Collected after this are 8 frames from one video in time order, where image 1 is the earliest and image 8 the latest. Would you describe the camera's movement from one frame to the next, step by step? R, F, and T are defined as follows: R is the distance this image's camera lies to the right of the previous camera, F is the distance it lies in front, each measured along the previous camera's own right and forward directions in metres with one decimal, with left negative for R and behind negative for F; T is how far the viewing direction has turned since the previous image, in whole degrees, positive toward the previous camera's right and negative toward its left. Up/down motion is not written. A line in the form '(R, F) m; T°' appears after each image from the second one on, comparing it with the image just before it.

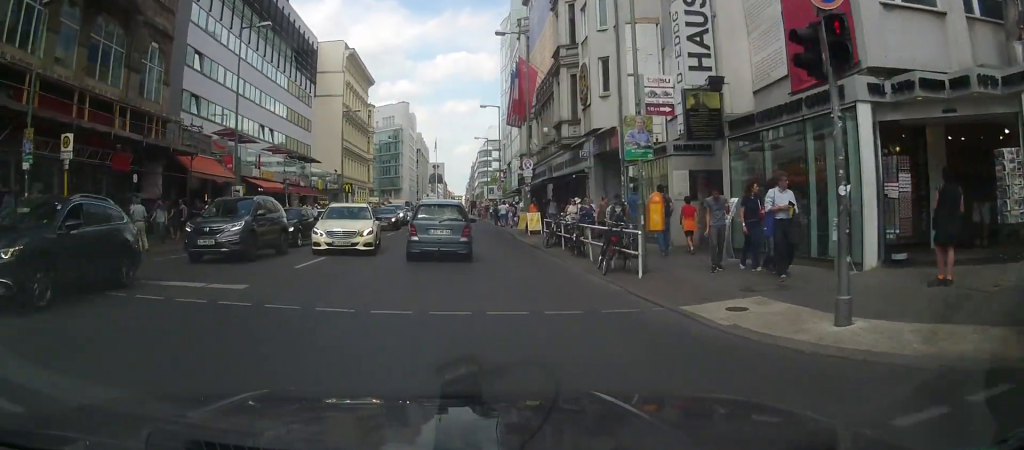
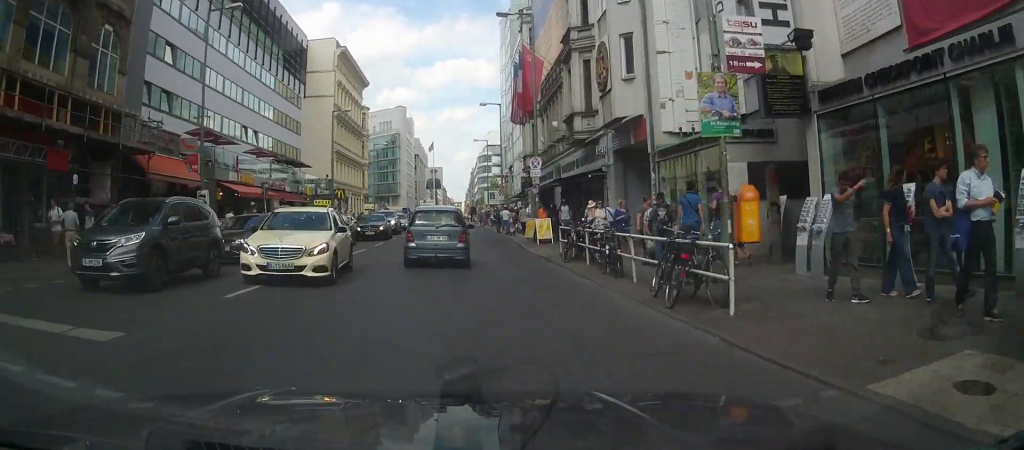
(-0.2, +4.4) m; 0°
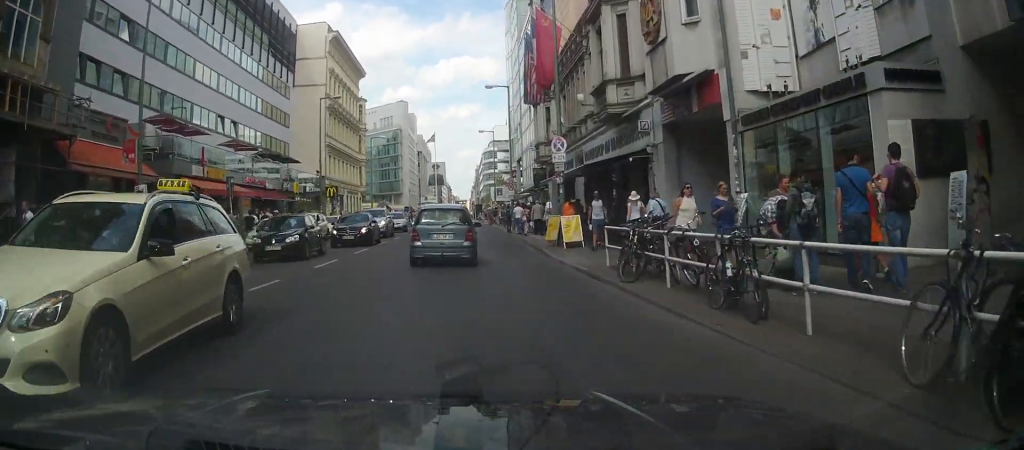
(0.0, +6.1) m; +1°
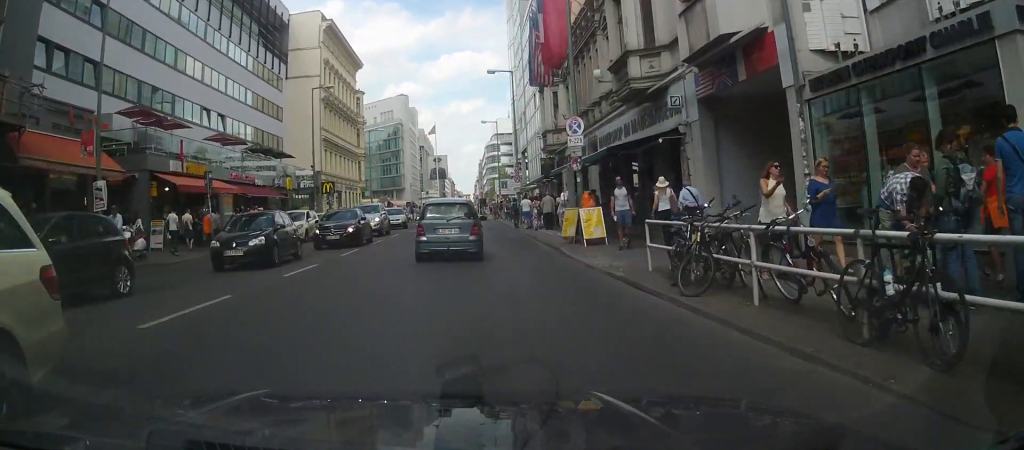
(+0.1, +3.0) m; +1°
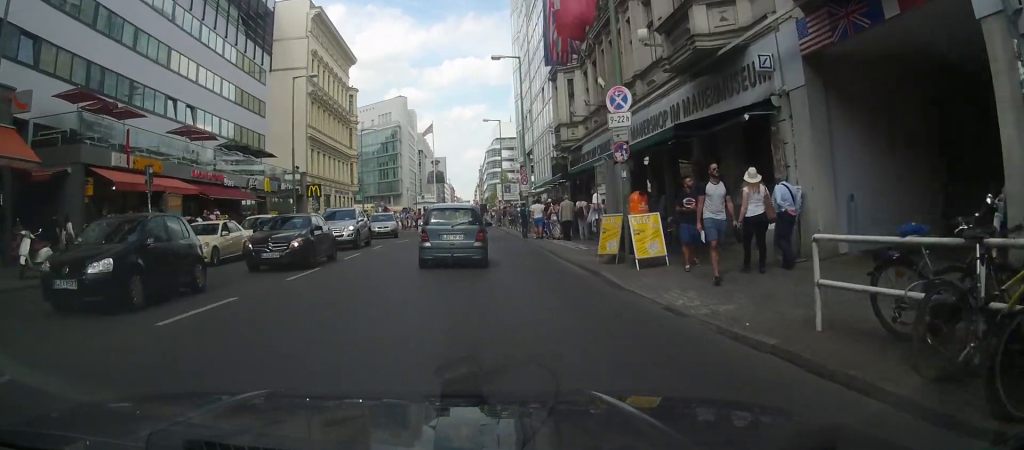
(0.0, +5.5) m; -1°
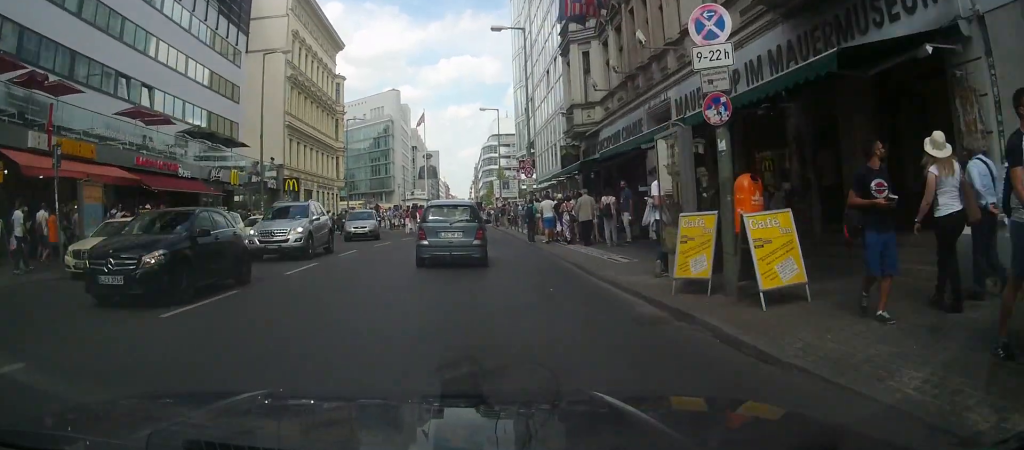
(-0.1, +5.5) m; -2°
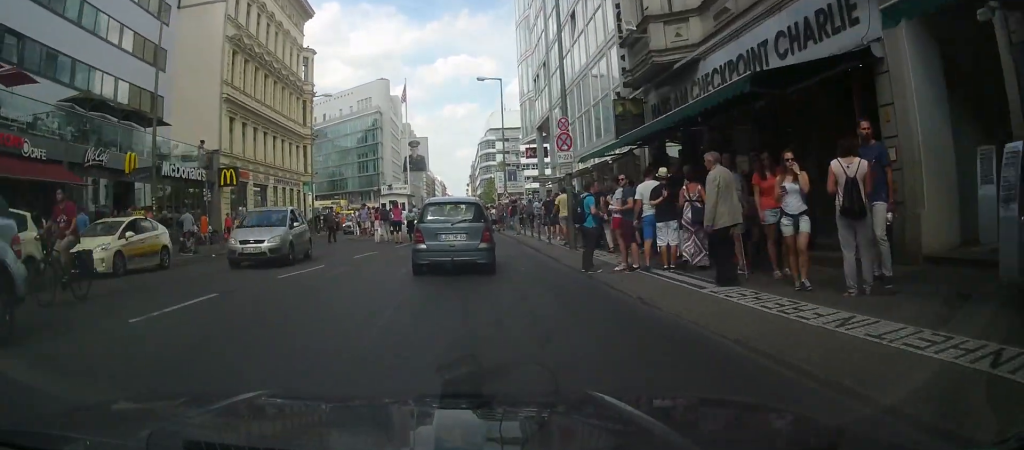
(-0.4, +12.9) m; +1°
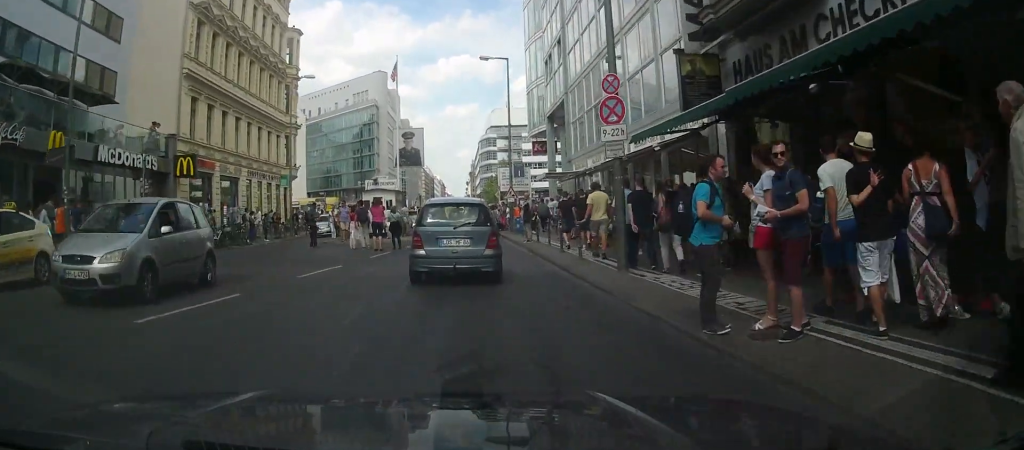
(+0.3, +6.3) m; 0°
